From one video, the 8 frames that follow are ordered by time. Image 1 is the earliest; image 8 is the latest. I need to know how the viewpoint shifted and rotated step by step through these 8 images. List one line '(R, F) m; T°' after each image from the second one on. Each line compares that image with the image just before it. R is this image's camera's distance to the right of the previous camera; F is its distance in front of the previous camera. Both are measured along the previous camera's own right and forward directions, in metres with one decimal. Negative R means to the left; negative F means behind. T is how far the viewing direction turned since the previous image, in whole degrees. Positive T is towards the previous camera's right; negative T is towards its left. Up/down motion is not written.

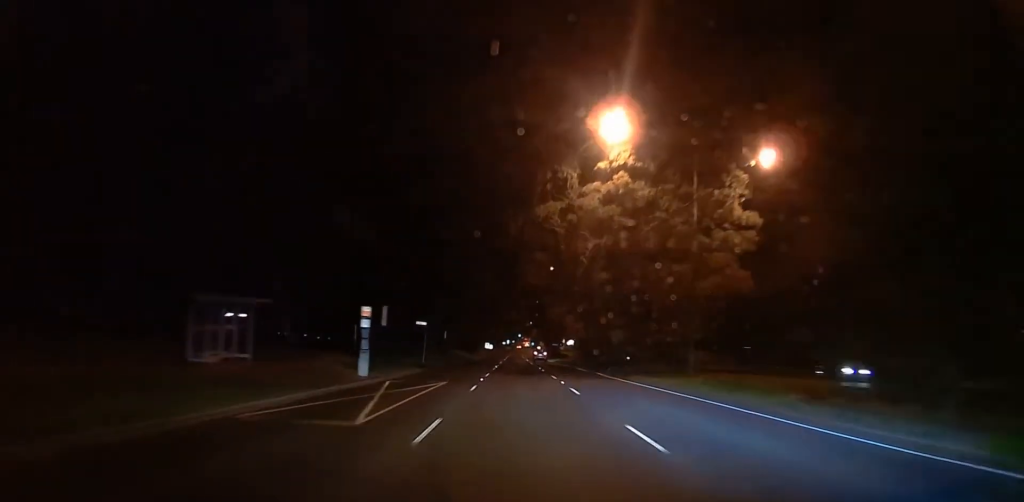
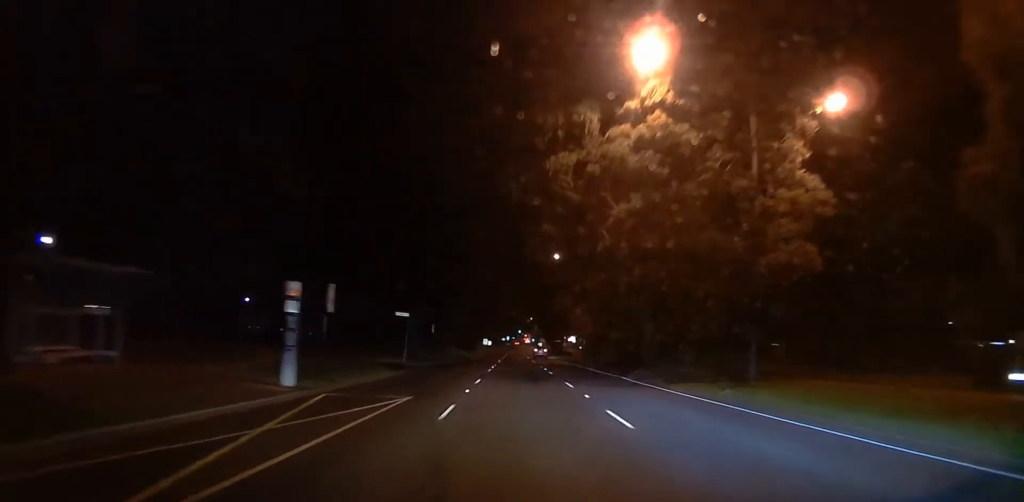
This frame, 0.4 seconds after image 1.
(0.0, +9.2) m; 0°
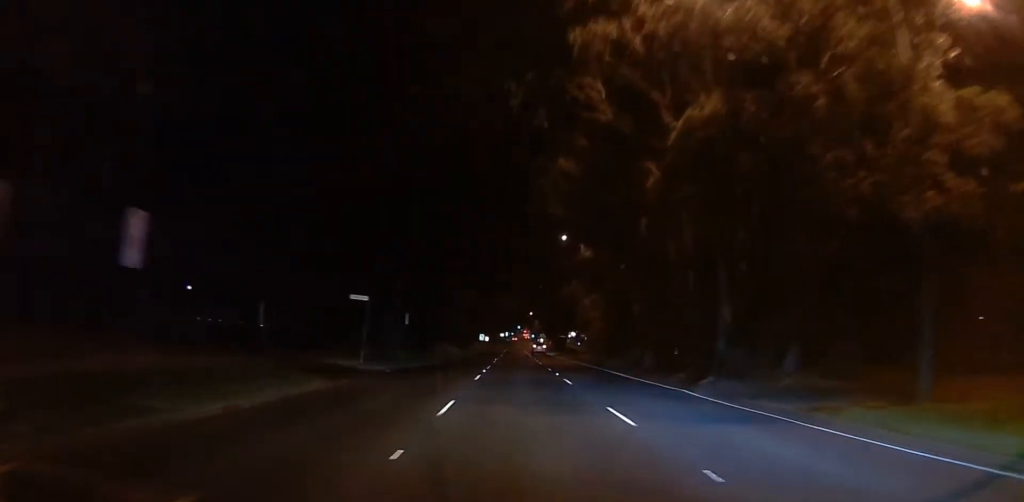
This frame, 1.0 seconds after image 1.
(0.0, +12.0) m; 0°
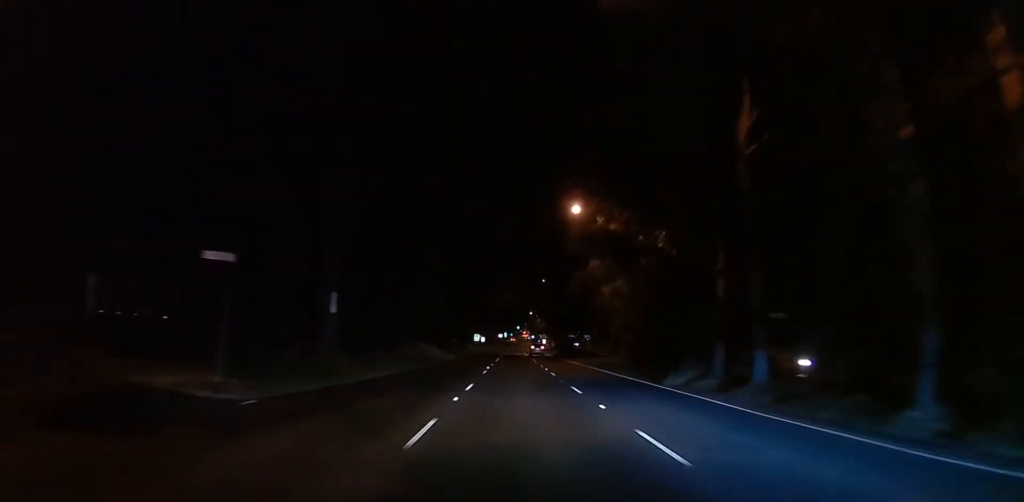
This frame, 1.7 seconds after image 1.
(0.0, +15.4) m; 0°
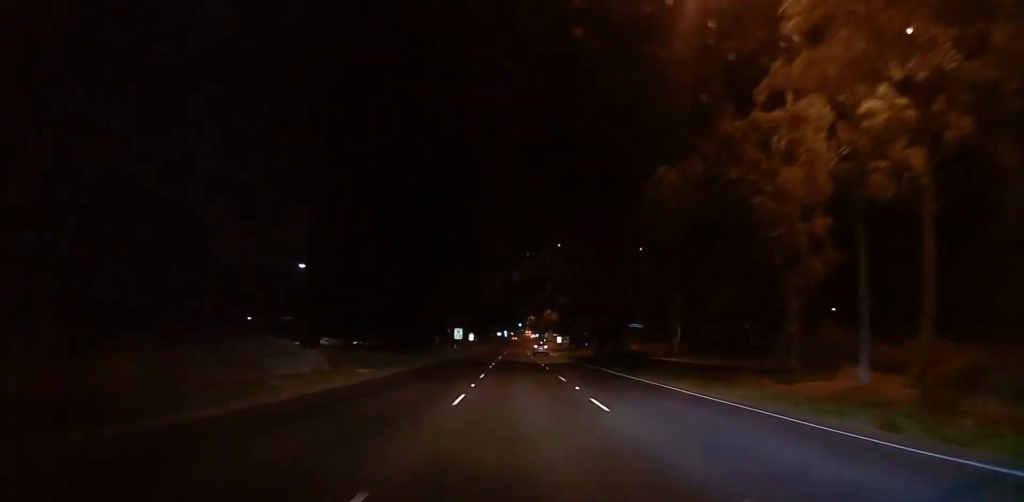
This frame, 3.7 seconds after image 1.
(-0.7, +41.4) m; -3°
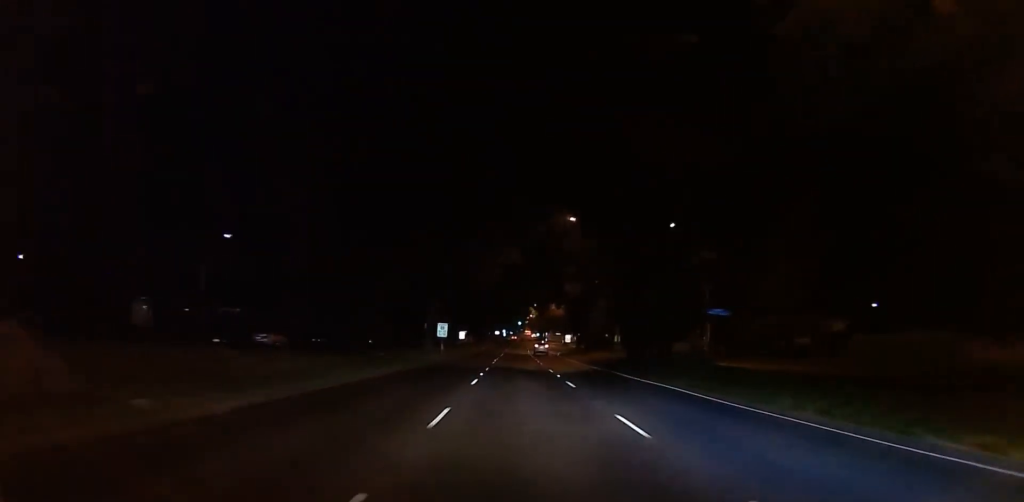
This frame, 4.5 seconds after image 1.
(-0.2, +16.4) m; 0°
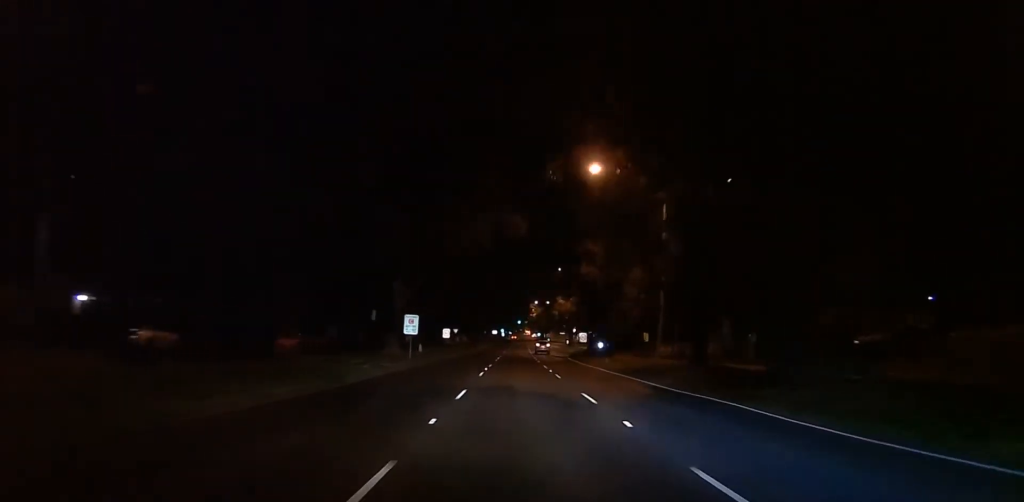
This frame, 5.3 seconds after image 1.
(0.0, +17.9) m; +1°
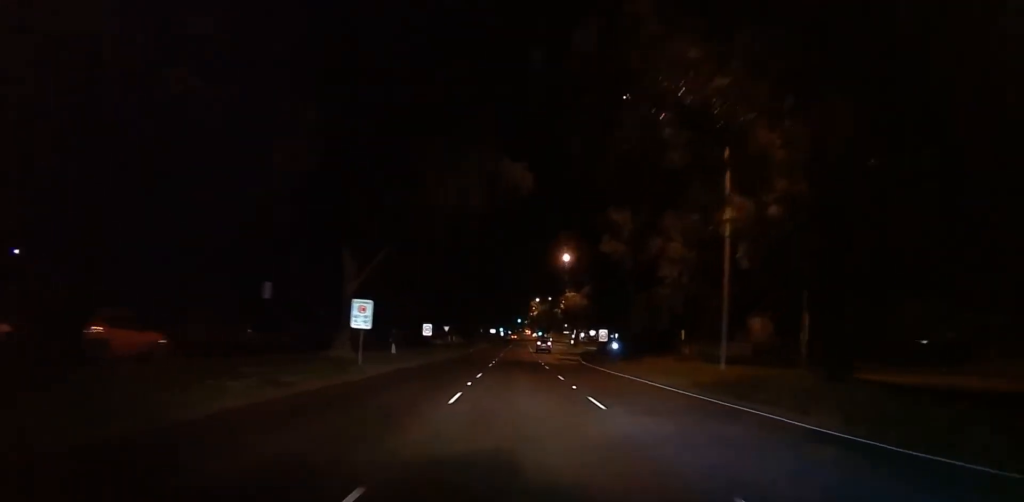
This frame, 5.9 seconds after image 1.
(+0.3, +13.6) m; +1°
